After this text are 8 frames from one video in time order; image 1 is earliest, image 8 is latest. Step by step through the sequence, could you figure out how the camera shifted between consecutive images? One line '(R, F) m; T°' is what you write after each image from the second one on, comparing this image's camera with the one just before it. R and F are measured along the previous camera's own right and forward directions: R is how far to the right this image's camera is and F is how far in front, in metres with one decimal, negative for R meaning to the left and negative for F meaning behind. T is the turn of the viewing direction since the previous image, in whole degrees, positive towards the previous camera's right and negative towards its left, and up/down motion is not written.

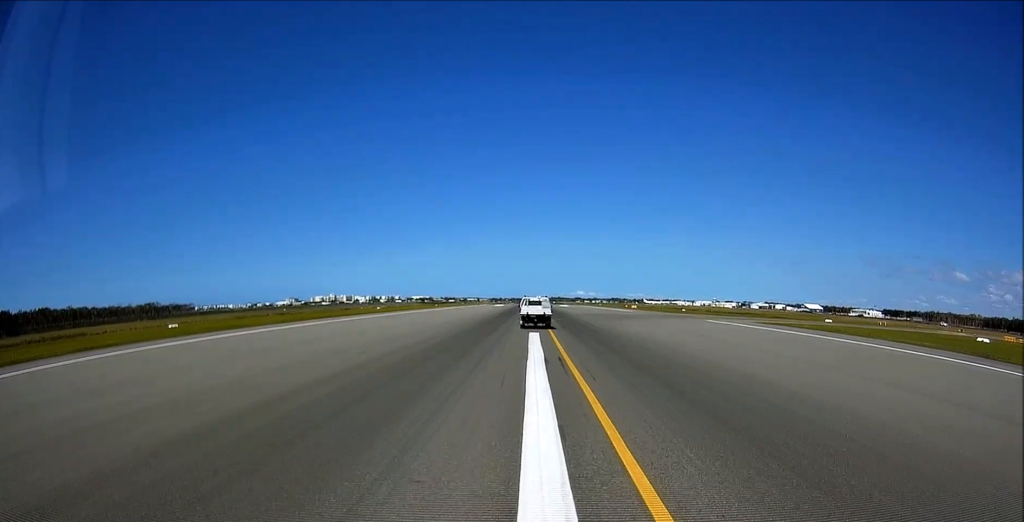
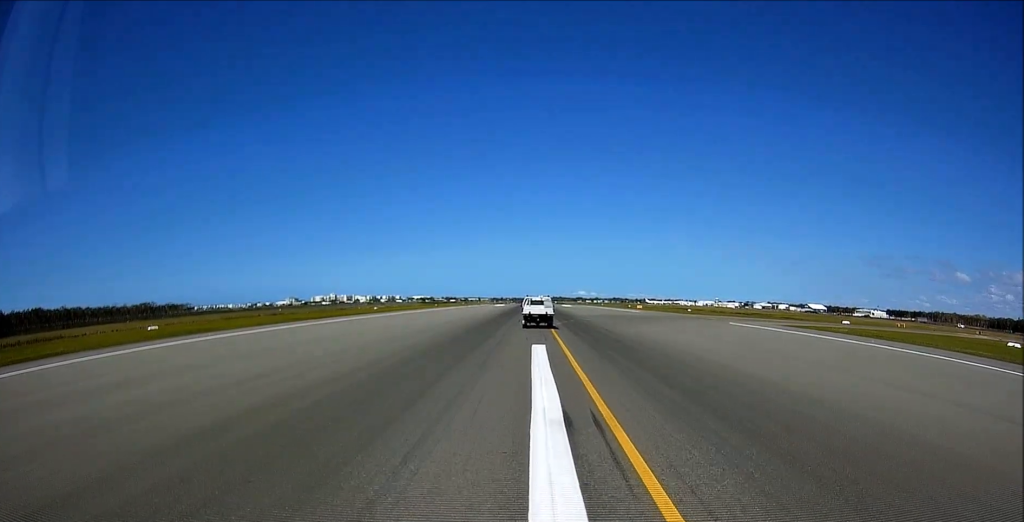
(0.0, +8.9) m; 0°
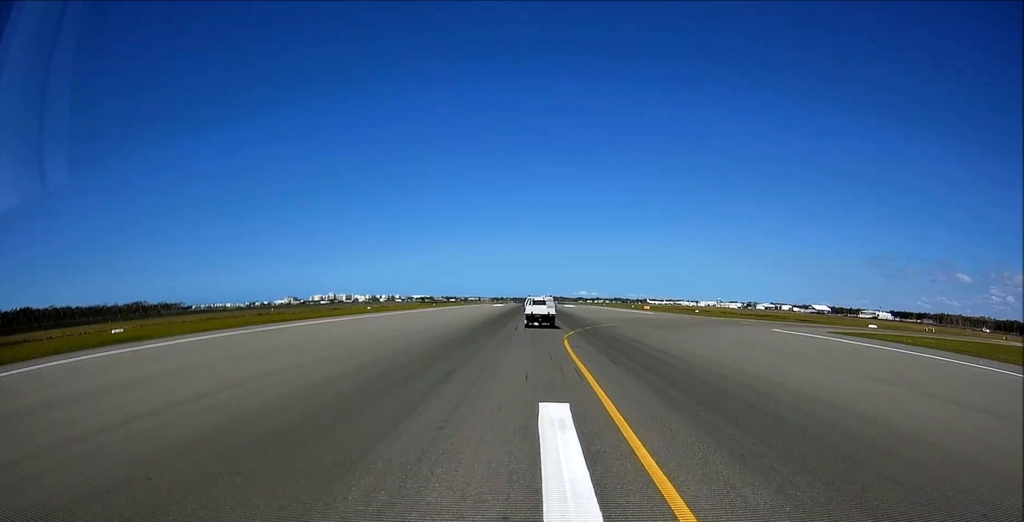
(+0.1, +13.3) m; 0°
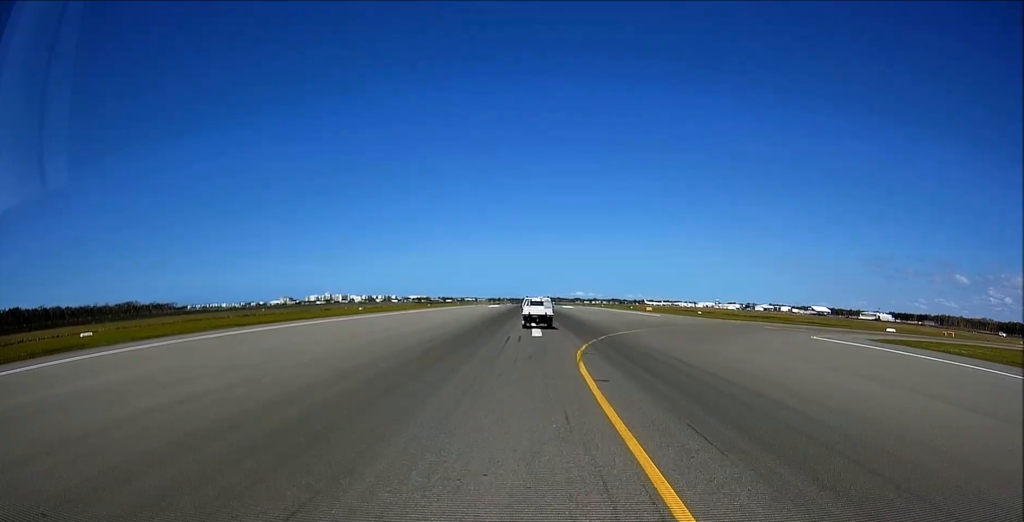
(0.0, +9.7) m; +1°
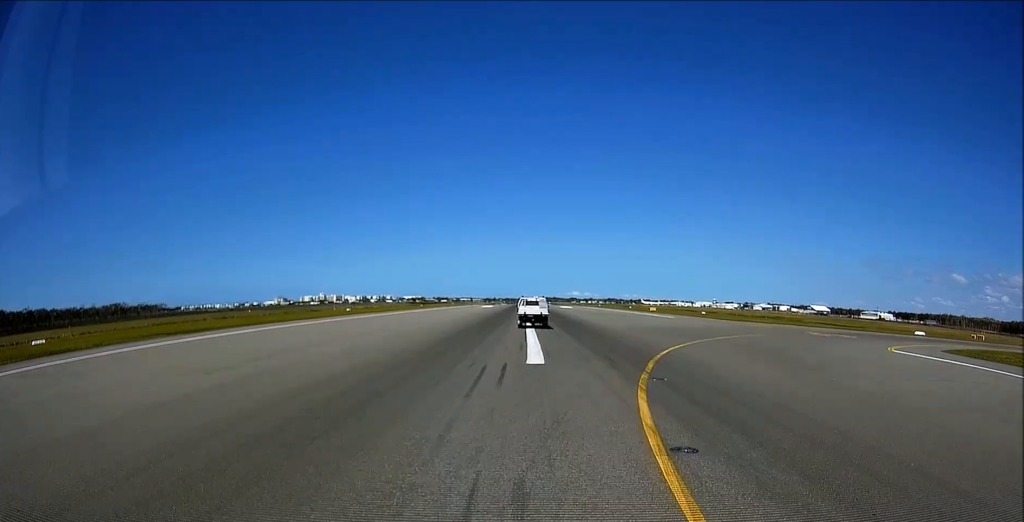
(+0.2, +13.4) m; +1°
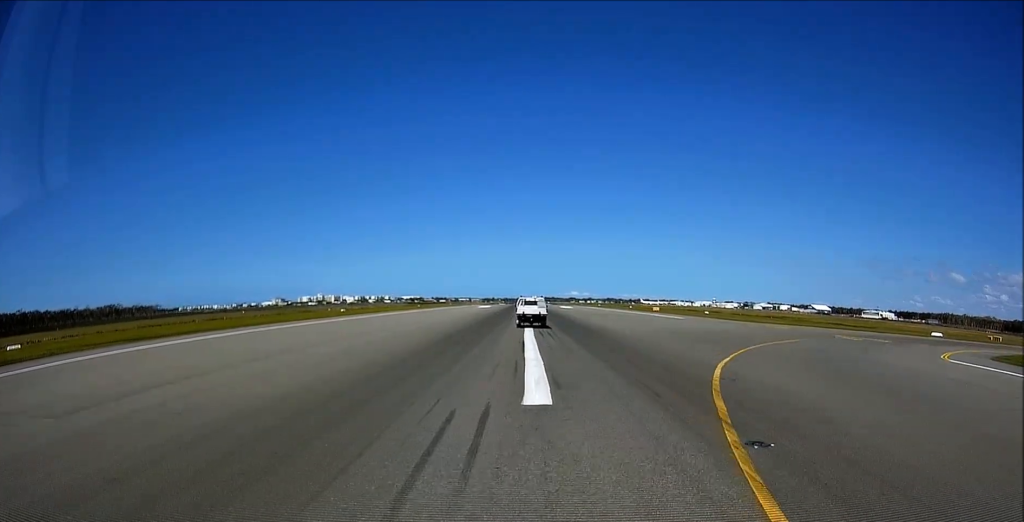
(0.0, +7.1) m; 0°
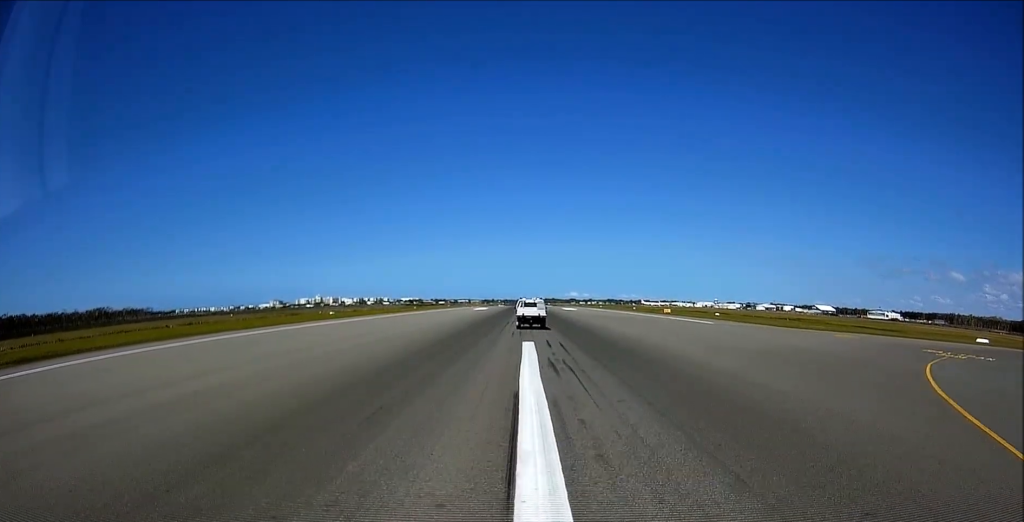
(0.0, +15.2) m; -2°
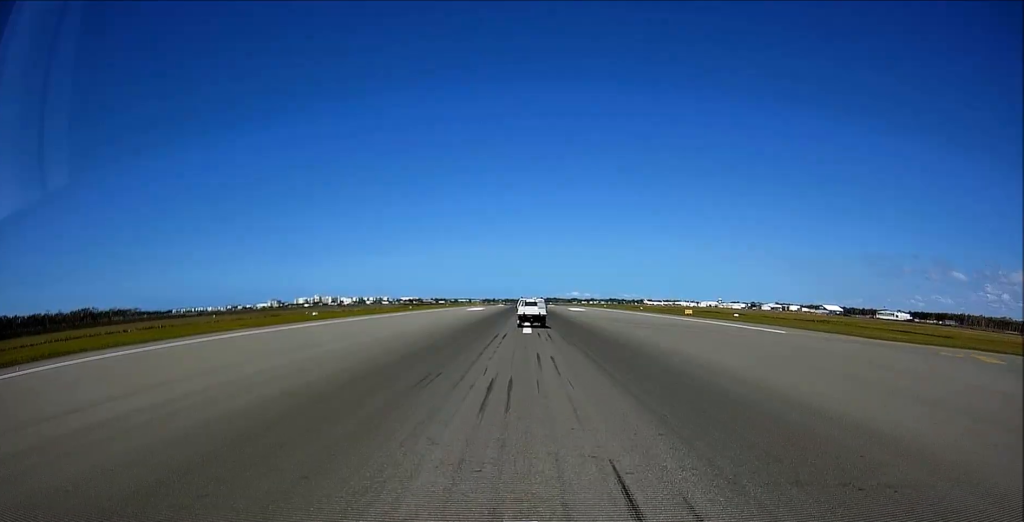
(-1.2, +18.5) m; -2°
